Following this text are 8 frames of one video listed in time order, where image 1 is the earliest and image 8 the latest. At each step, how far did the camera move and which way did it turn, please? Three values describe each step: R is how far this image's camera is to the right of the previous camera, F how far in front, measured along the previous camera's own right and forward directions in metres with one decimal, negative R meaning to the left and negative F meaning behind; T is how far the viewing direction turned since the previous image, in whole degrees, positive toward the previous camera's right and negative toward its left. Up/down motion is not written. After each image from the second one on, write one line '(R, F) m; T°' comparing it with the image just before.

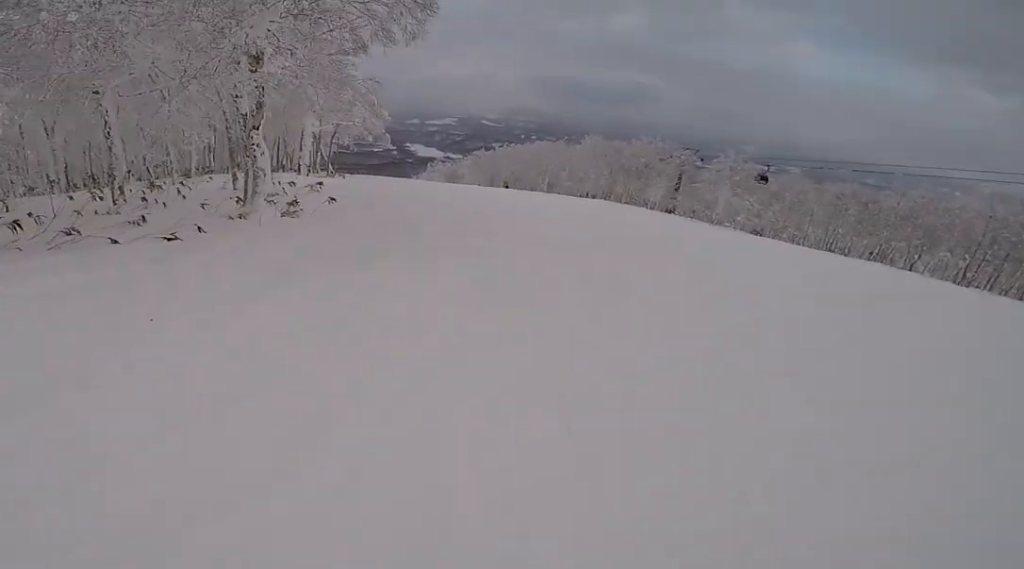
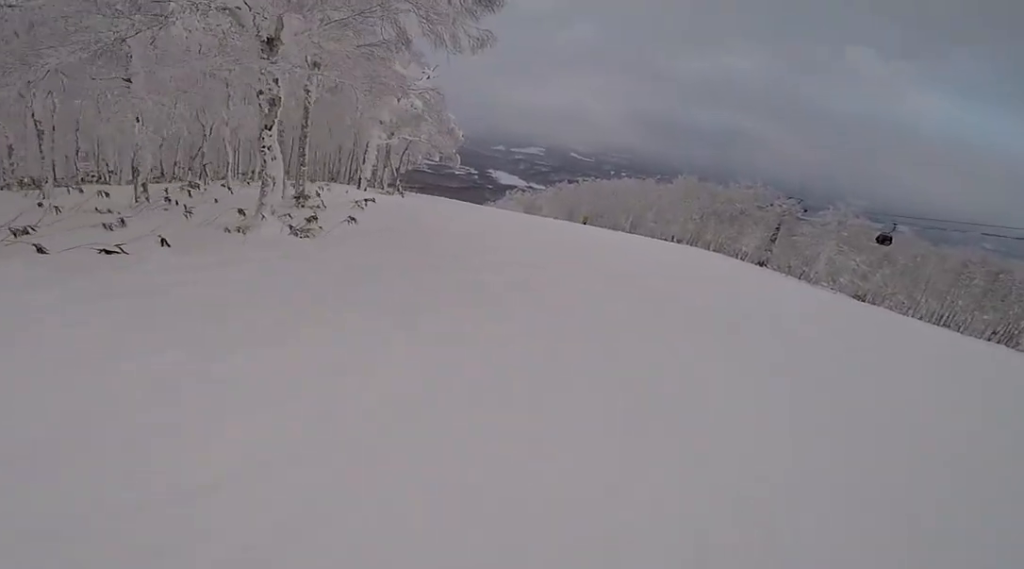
(-0.7, +2.9) m; -8°
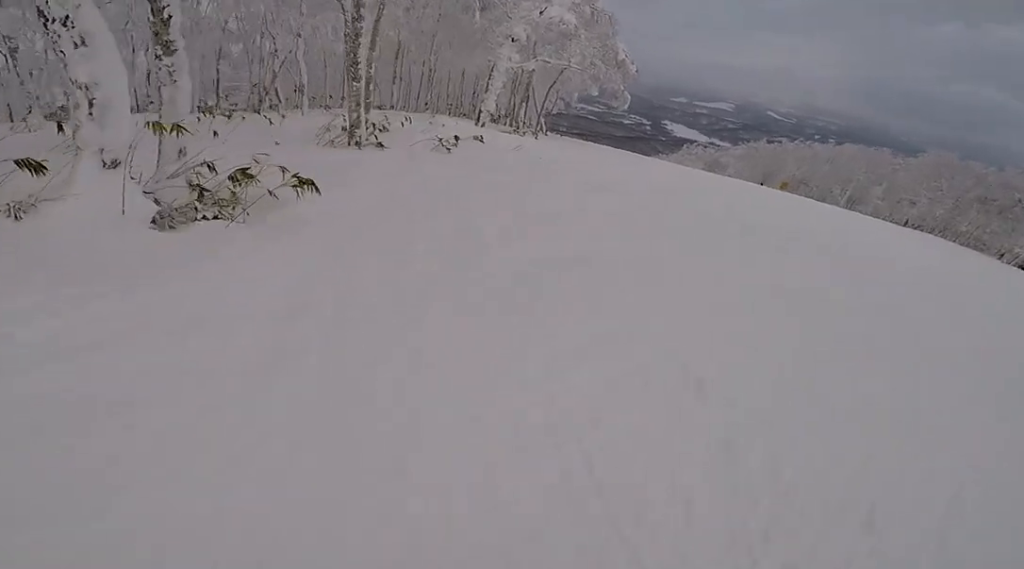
(-1.0, +8.5) m; -4°
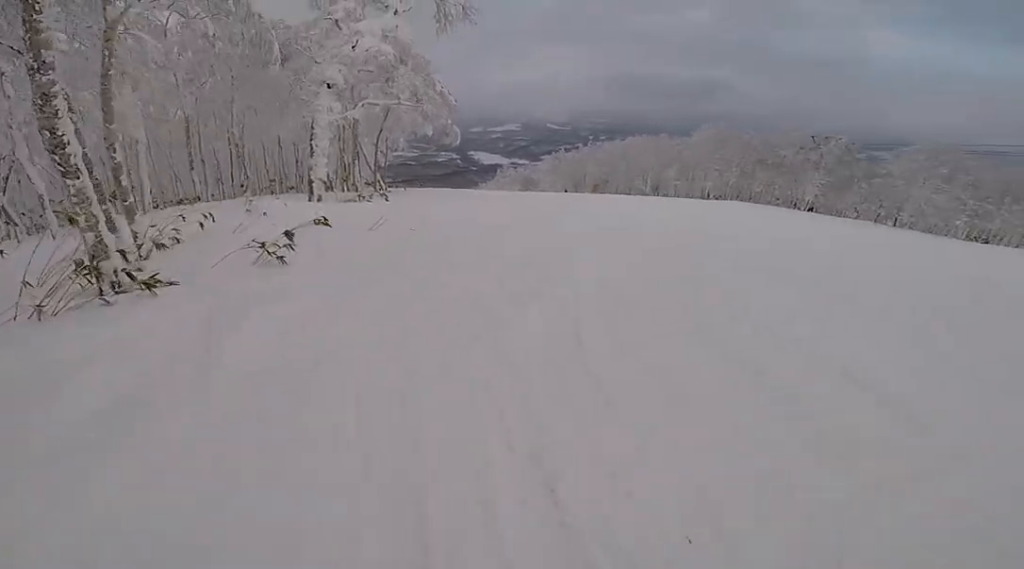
(+0.2, +4.9) m; +10°
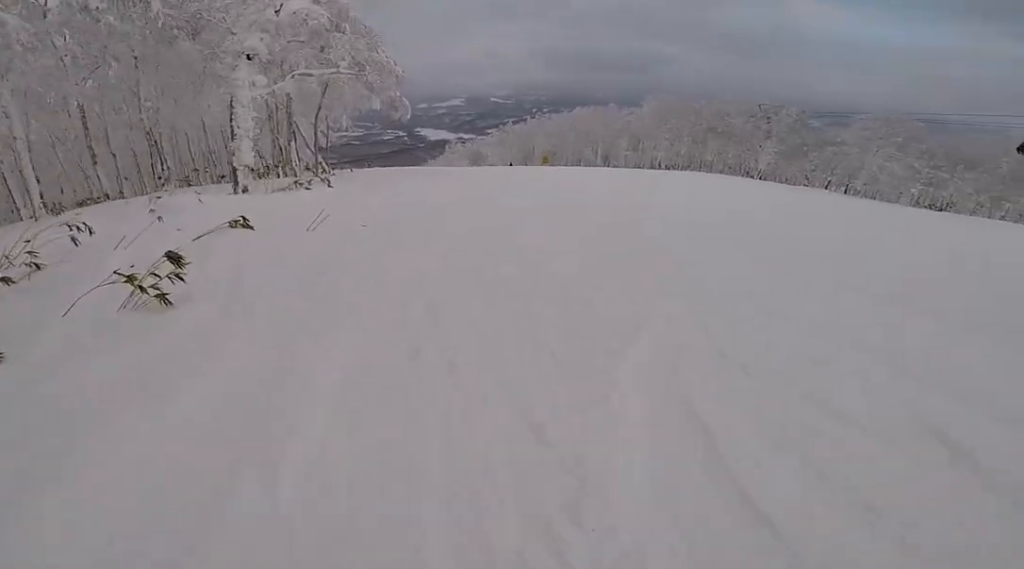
(+0.3, +2.6) m; +4°
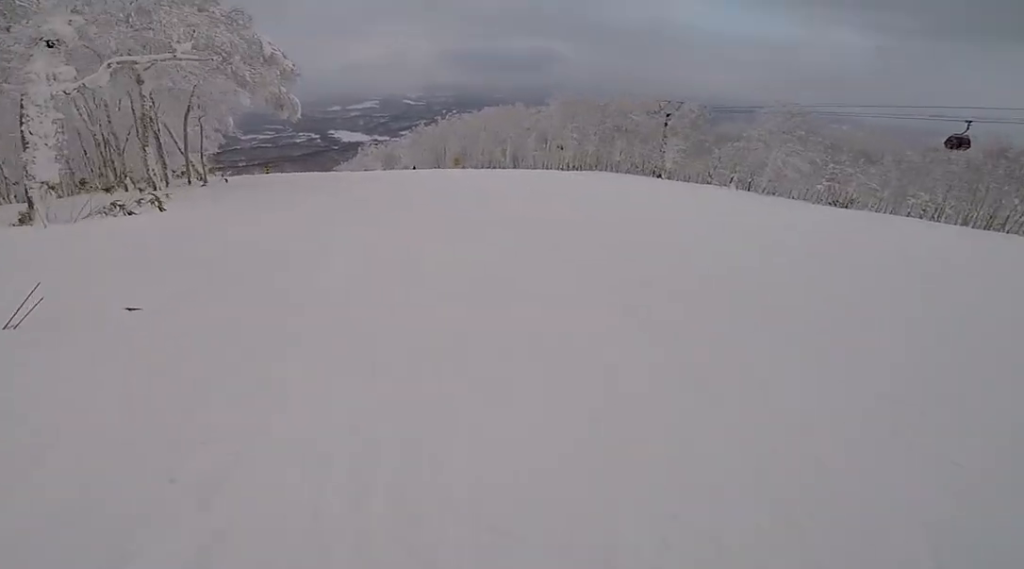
(+0.3, +4.4) m; +1°
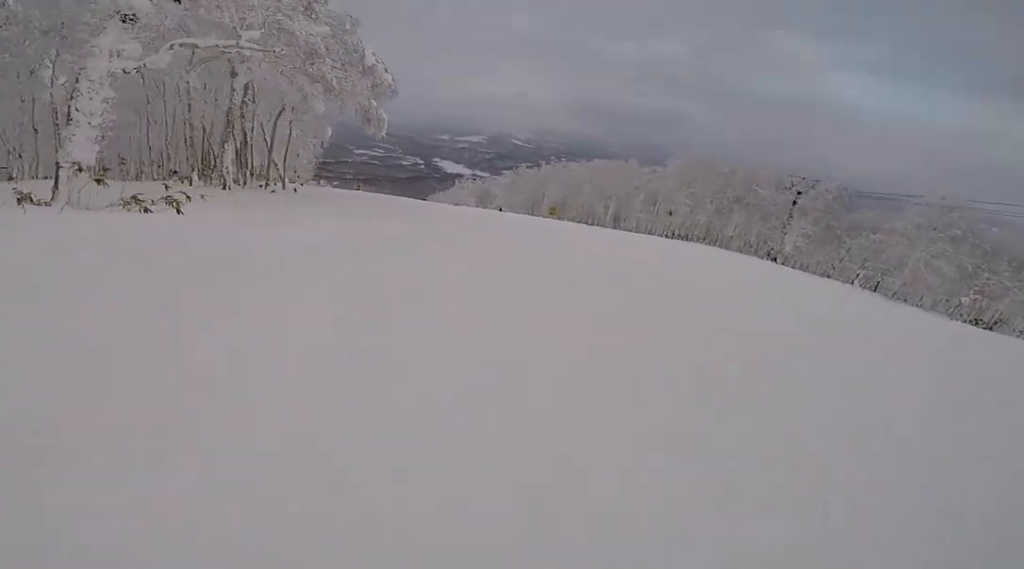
(+0.1, +2.5) m; -4°
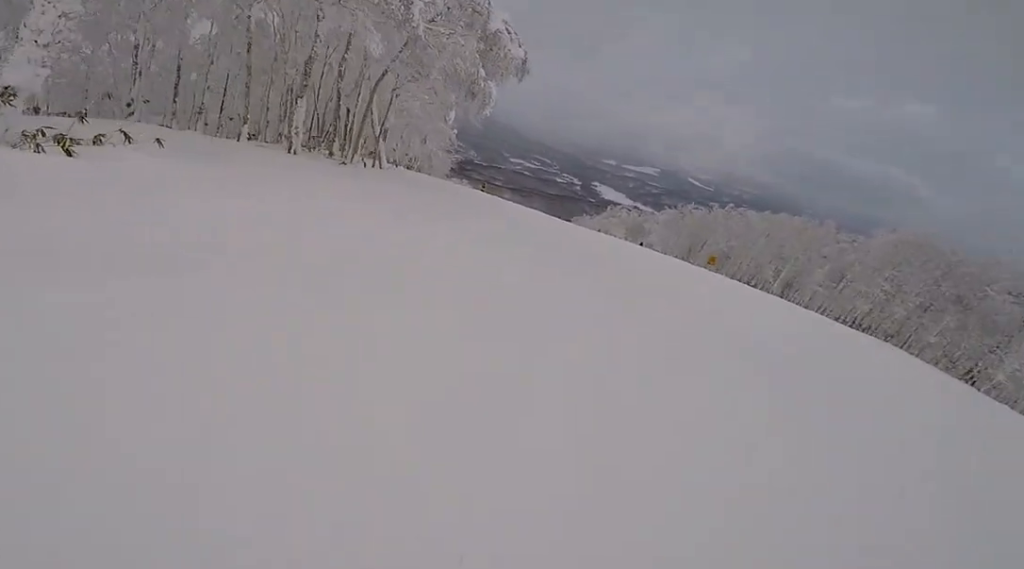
(-0.5, +4.3) m; -16°
